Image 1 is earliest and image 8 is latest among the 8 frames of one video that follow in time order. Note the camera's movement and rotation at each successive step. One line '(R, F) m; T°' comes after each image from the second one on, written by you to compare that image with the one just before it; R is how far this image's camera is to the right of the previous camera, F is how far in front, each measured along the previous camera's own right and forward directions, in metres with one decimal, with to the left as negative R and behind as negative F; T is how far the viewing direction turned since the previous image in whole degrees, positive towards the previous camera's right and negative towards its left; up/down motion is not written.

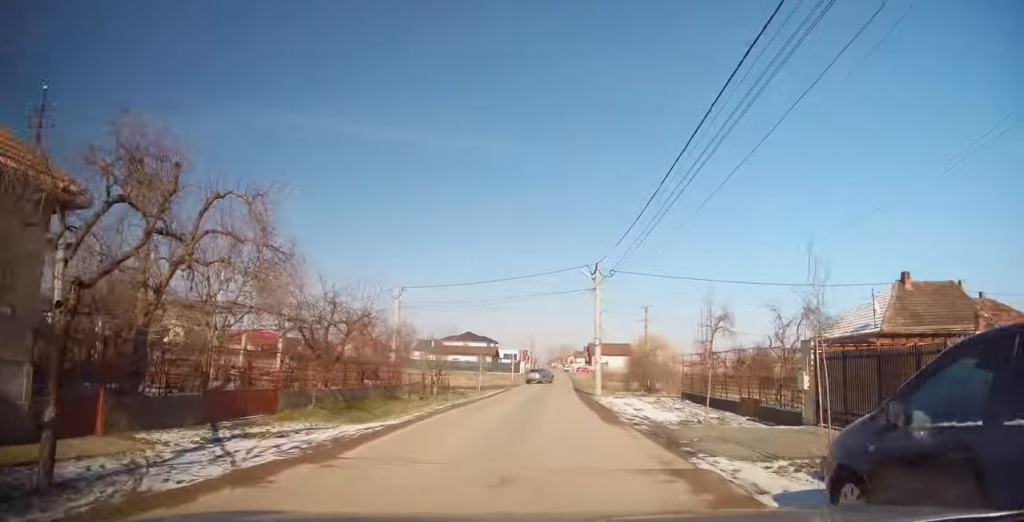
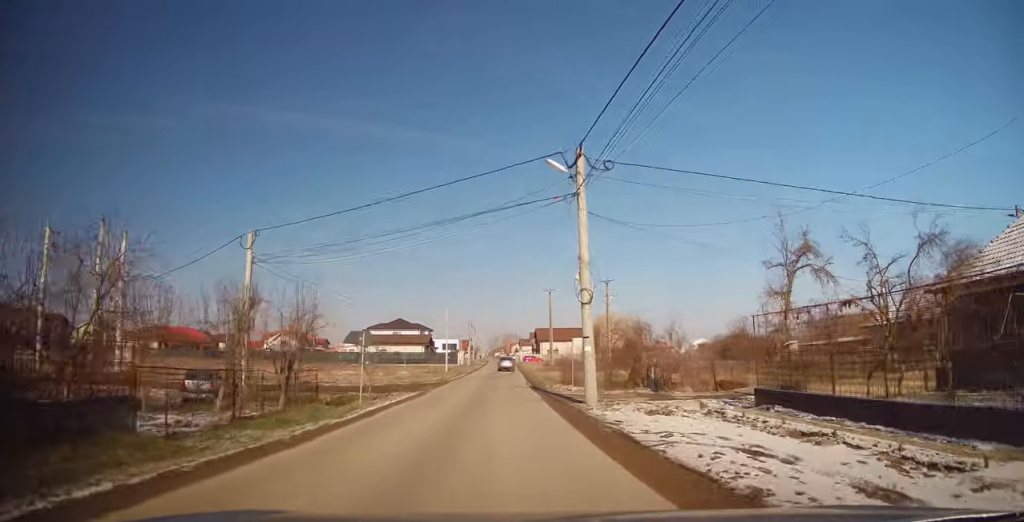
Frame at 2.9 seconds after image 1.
(+1.3, +14.8) m; +6°
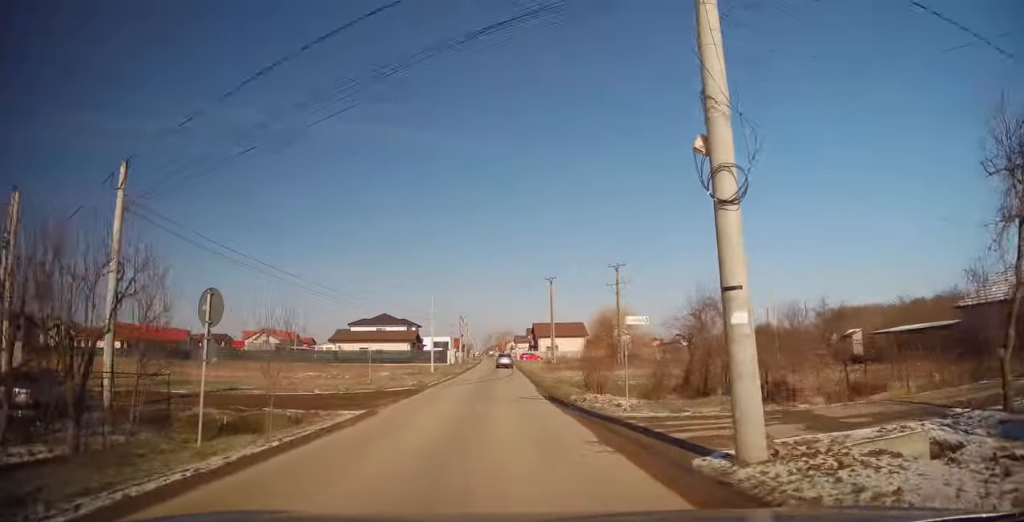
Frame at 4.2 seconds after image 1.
(-0.2, +9.2) m; -2°
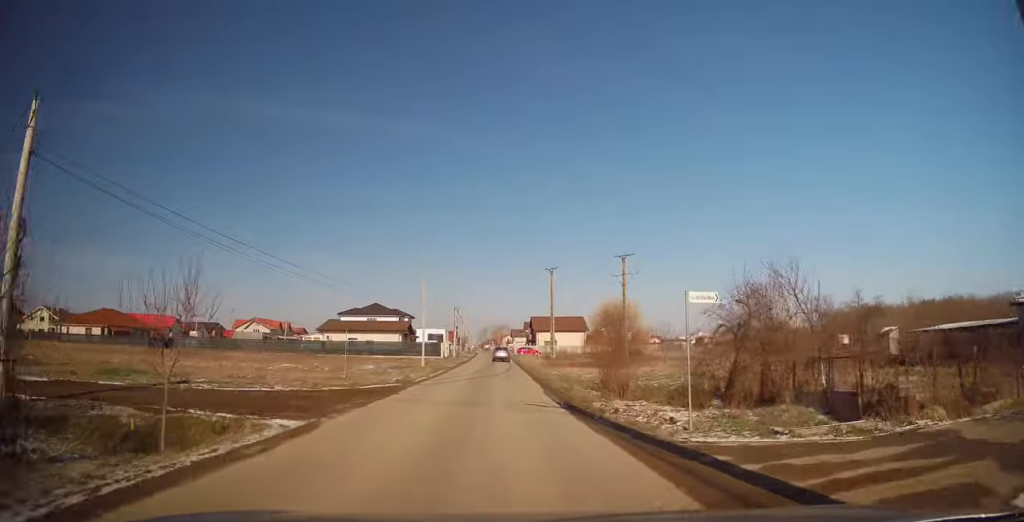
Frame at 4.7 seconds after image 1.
(0.0, +4.2) m; 0°
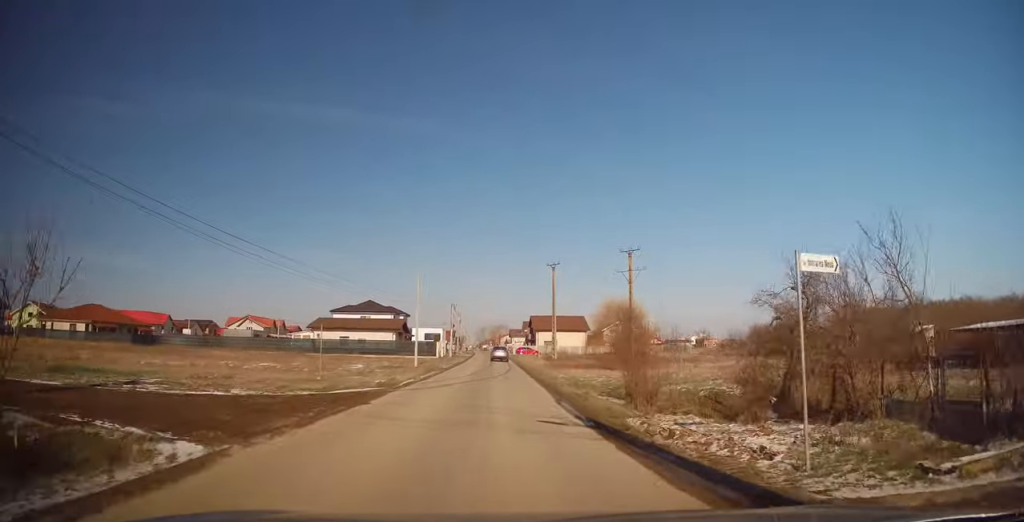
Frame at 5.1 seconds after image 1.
(0.0, +3.4) m; 0°
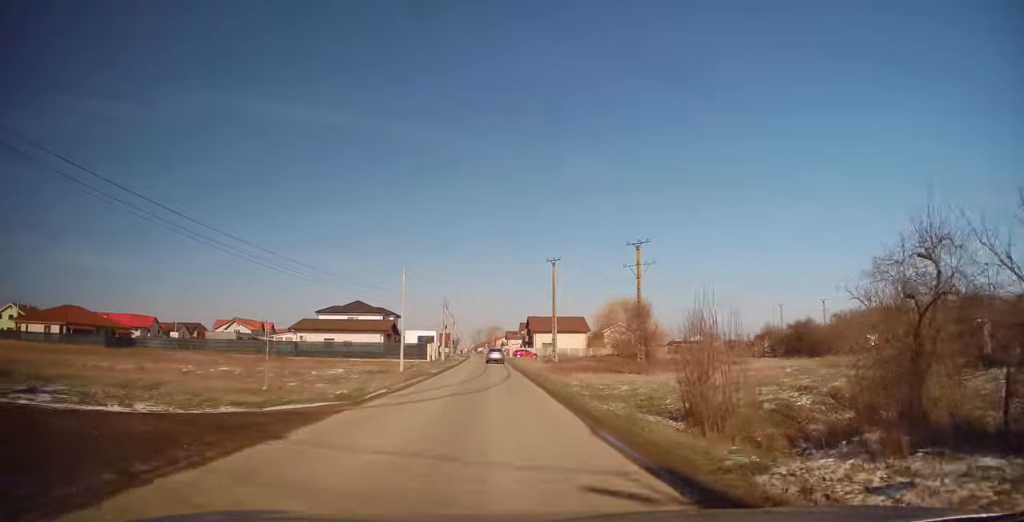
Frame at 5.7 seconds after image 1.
(0.0, +5.1) m; +1°
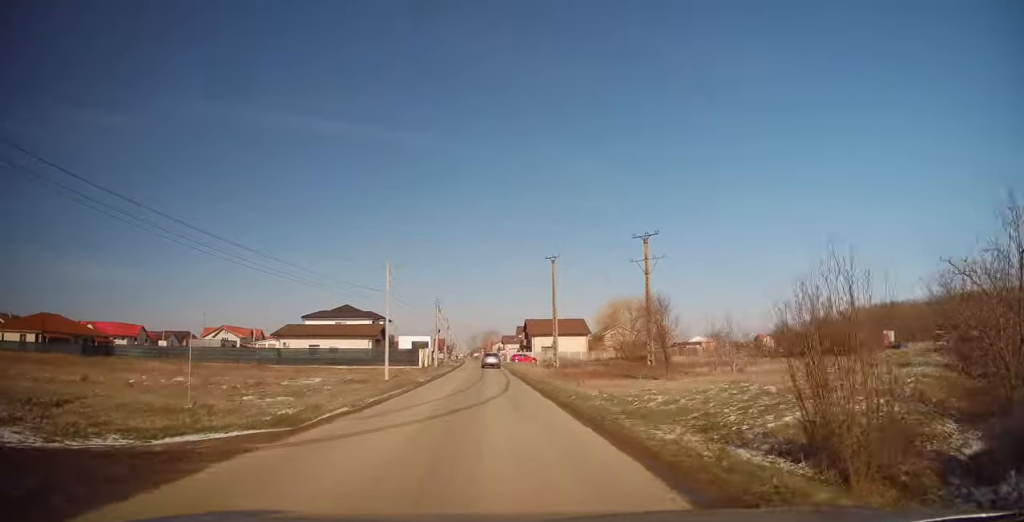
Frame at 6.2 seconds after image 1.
(0.0, +4.6) m; +2°
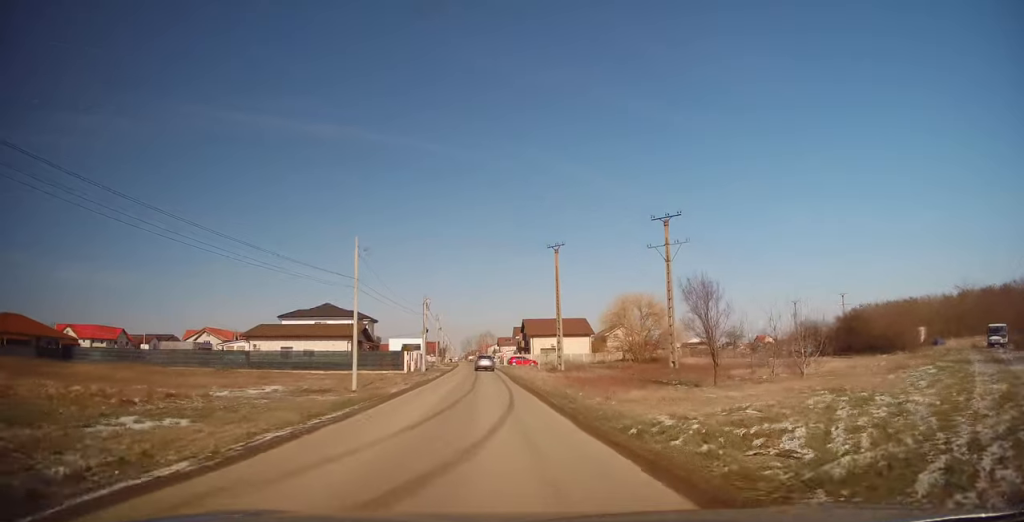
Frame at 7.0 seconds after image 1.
(+0.3, +7.7) m; +1°
